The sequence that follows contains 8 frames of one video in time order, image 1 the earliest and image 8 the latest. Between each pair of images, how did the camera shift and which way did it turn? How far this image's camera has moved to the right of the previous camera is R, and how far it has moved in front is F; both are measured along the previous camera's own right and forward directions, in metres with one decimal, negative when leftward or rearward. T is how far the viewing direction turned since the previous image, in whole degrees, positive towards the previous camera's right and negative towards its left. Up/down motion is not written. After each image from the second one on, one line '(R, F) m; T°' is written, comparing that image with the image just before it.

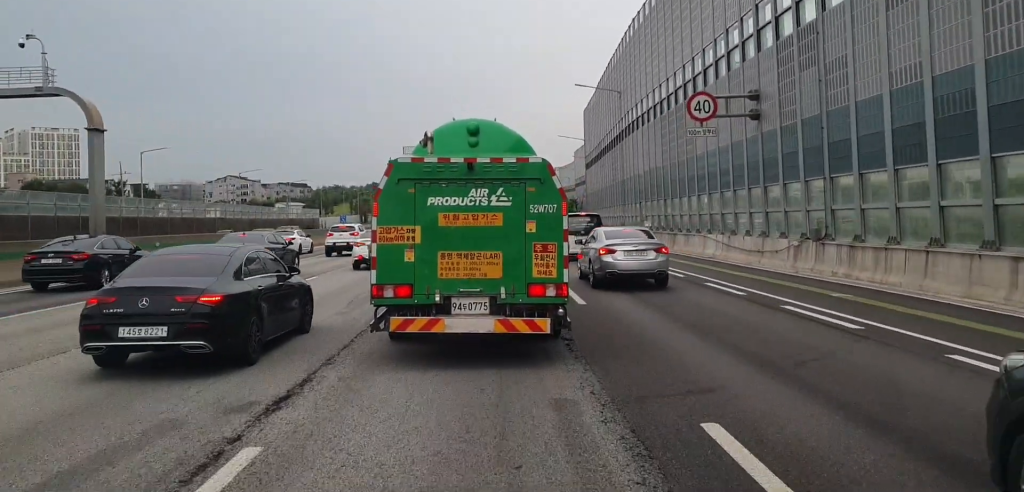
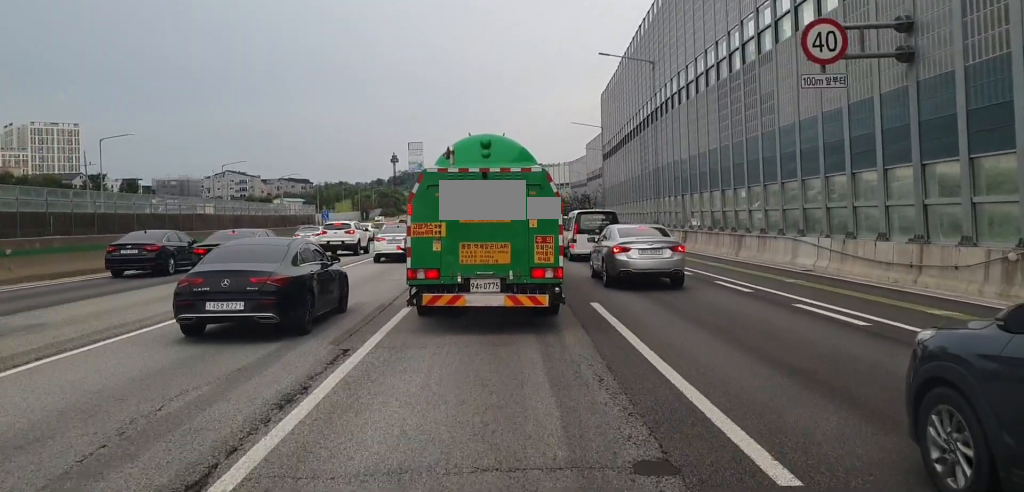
(0.0, +11.2) m; -1°
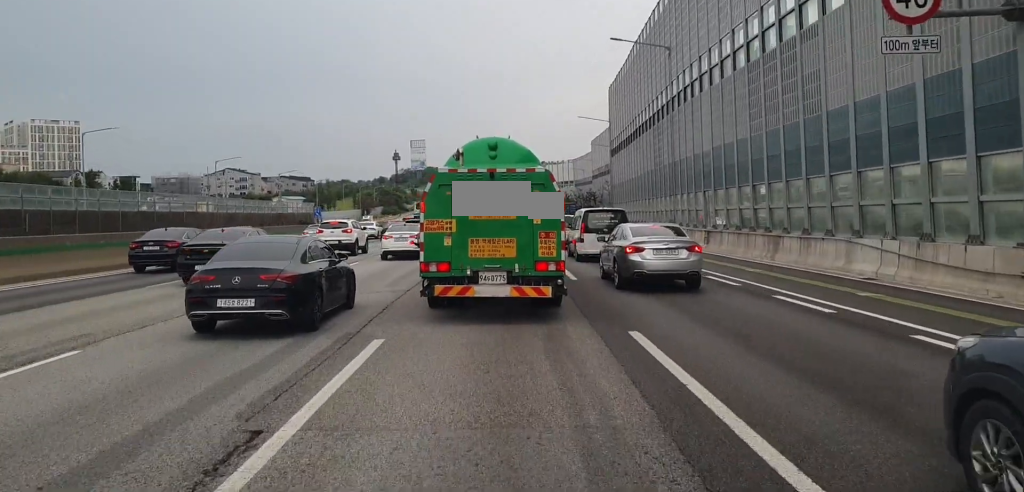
(0.0, +4.1) m; -2°
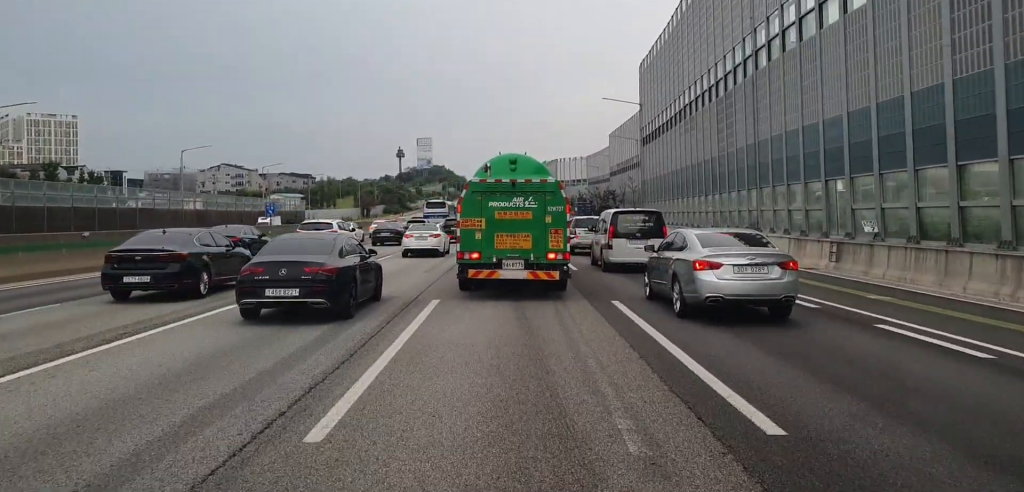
(-0.2, +14.3) m; +2°
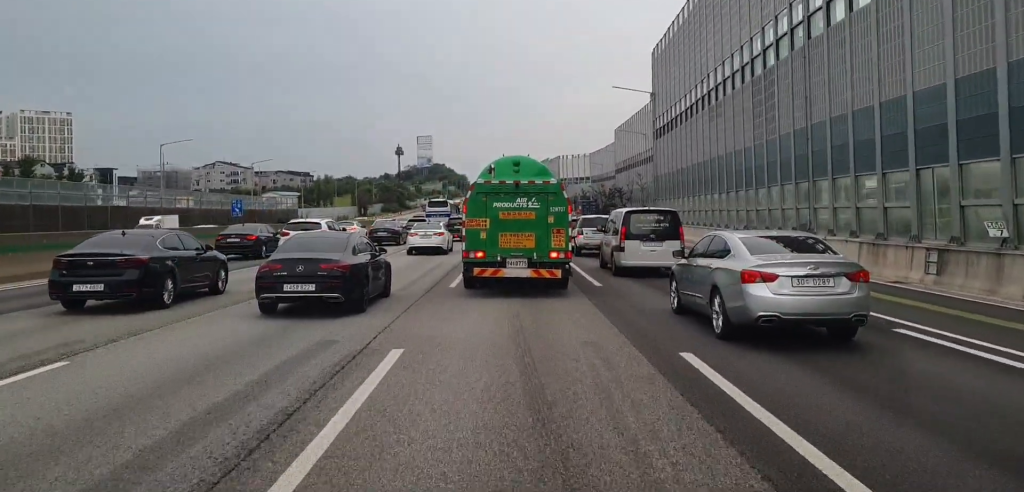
(+0.1, +6.1) m; 0°
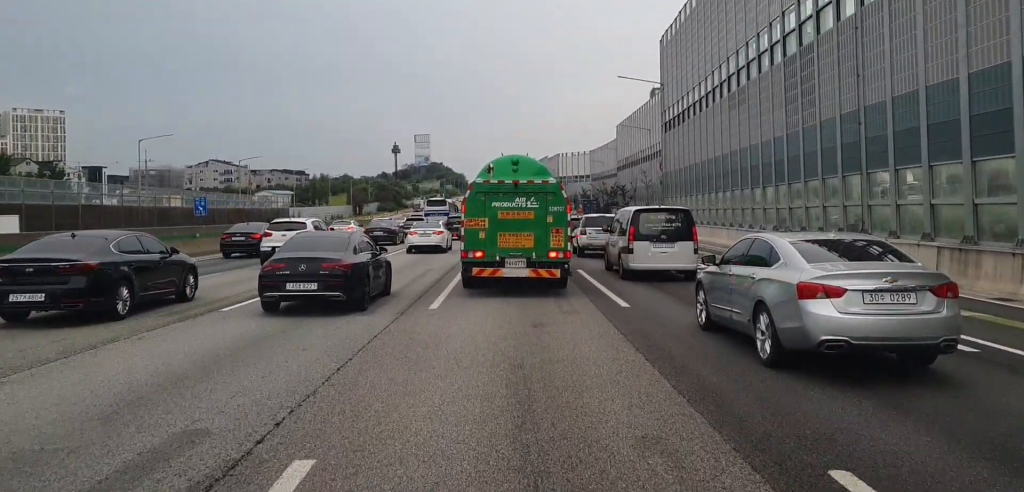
(0.0, +4.8) m; 0°
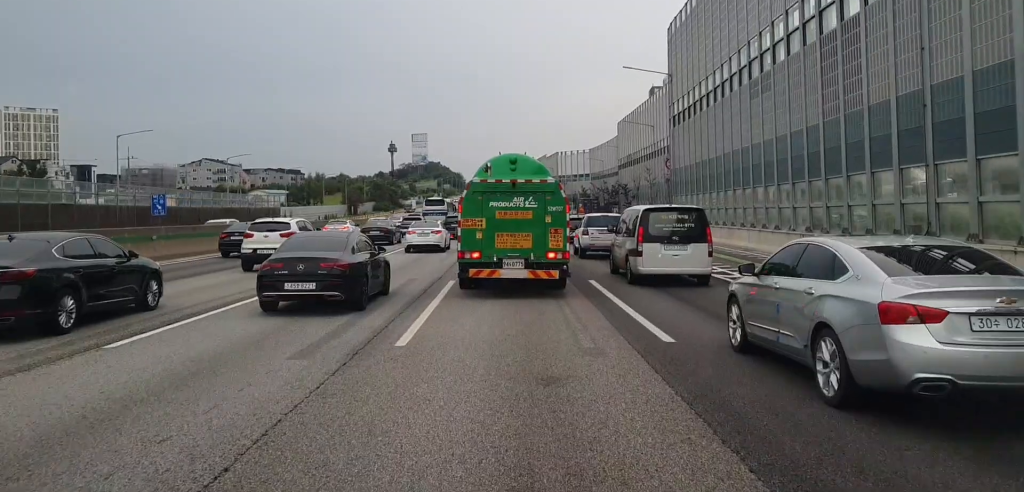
(-0.1, +3.8) m; +1°
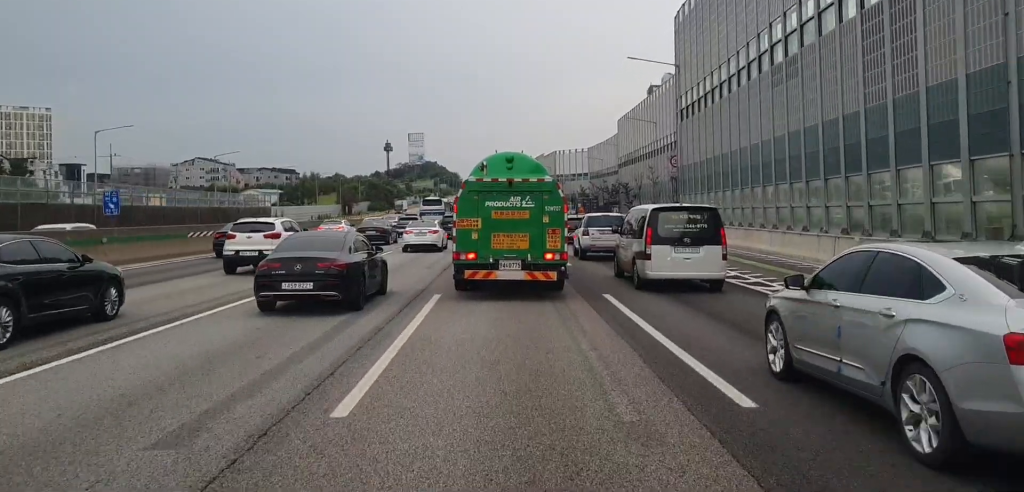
(+0.1, +3.6) m; 0°
